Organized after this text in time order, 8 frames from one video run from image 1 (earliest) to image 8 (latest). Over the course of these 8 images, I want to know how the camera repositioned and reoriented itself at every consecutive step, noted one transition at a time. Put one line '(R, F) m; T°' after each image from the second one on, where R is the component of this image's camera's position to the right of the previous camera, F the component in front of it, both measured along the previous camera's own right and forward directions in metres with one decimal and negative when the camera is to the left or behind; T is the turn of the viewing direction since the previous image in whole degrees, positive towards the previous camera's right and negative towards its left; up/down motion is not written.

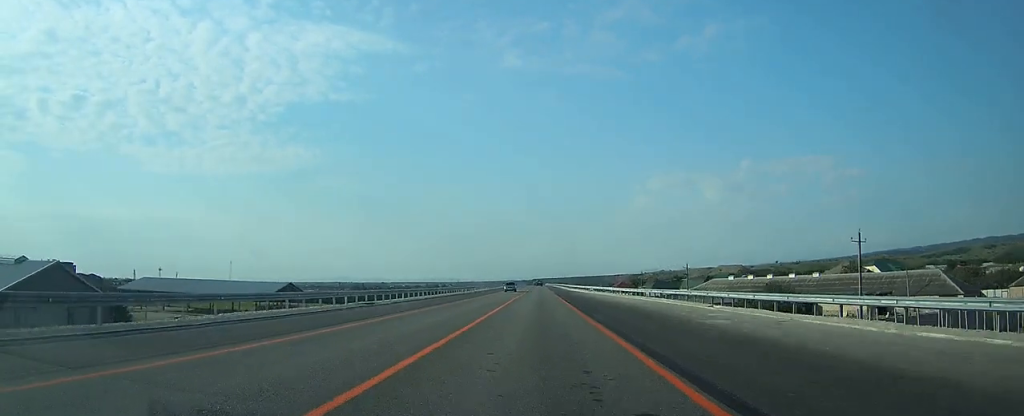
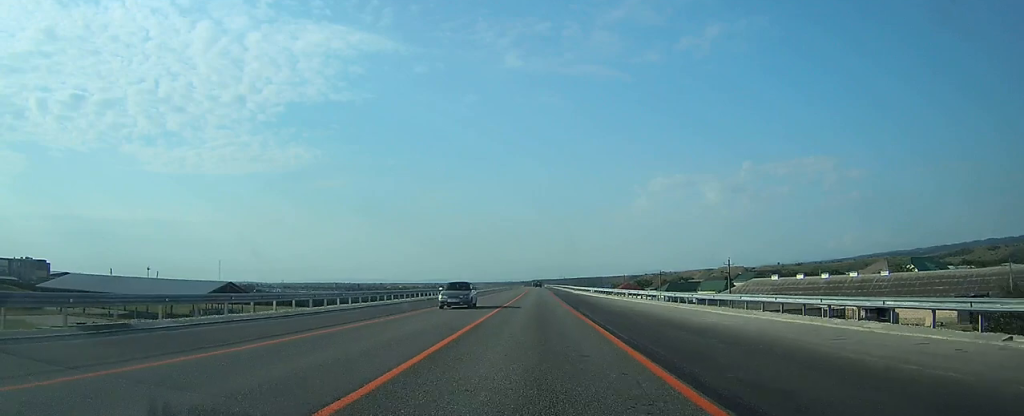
(-0.1, +23.1) m; 0°
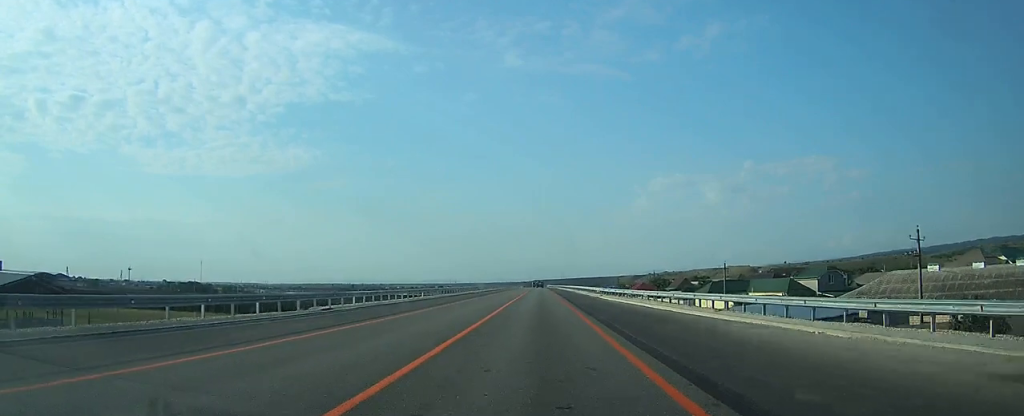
(0.0, +41.3) m; 0°
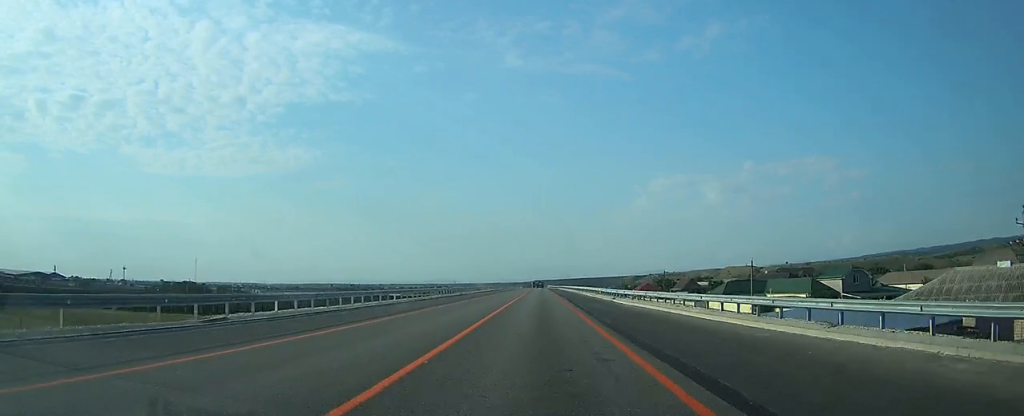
(0.0, +10.3) m; 0°
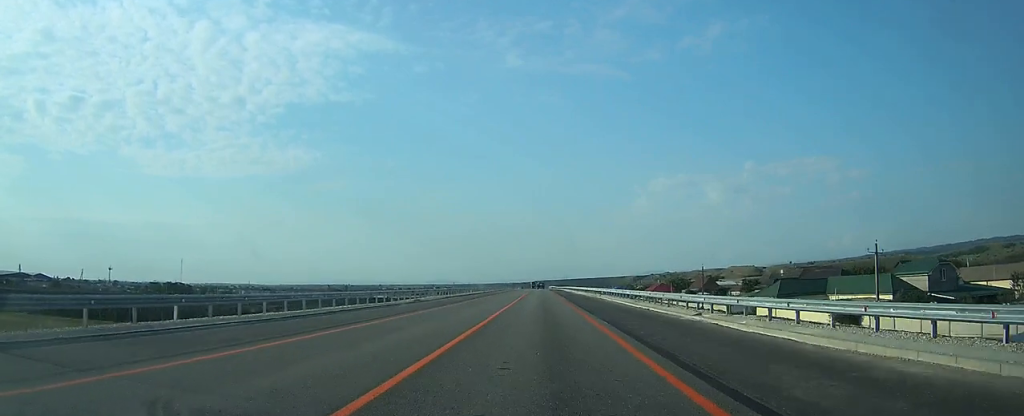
(0.0, +26.9) m; 0°
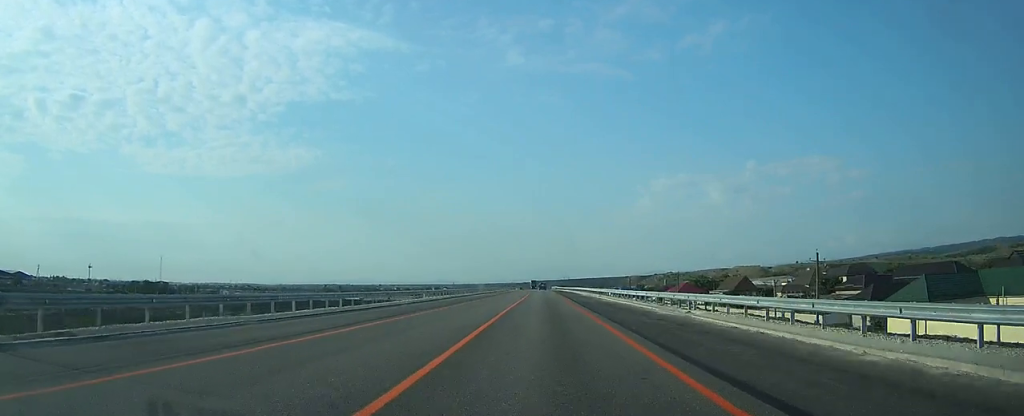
(-0.1, +37.3) m; 0°
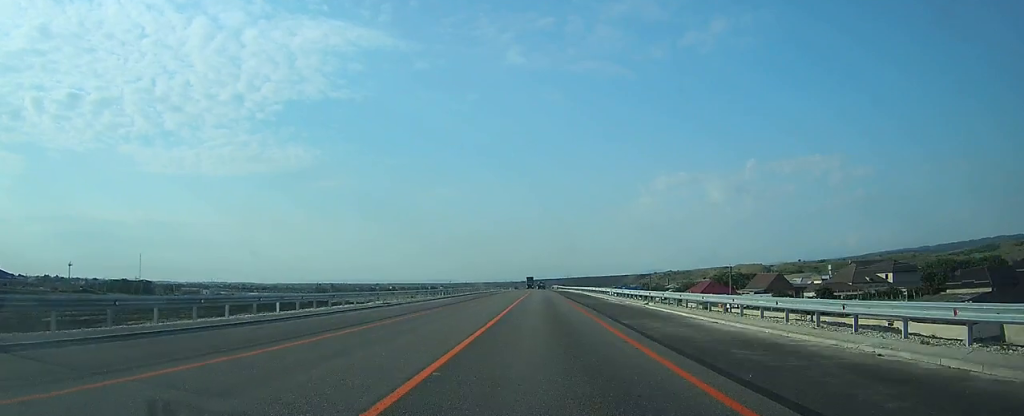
(0.0, +29.4) m; 0°
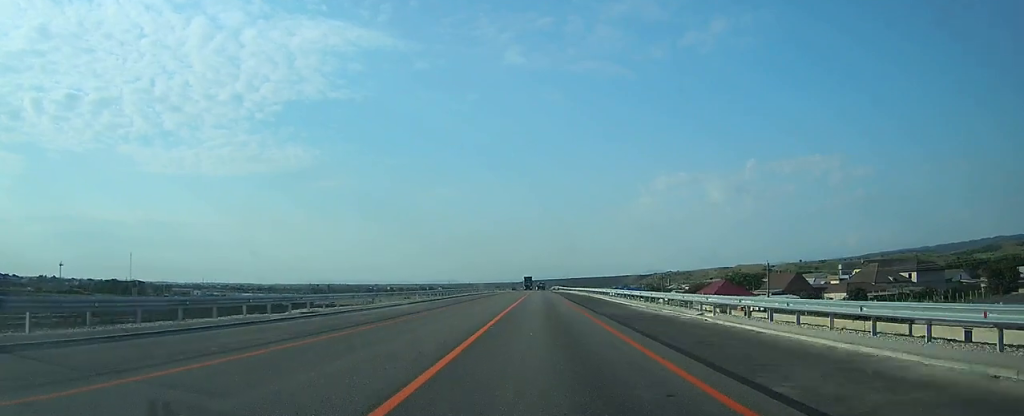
(0.0, +12.7) m; 0°
